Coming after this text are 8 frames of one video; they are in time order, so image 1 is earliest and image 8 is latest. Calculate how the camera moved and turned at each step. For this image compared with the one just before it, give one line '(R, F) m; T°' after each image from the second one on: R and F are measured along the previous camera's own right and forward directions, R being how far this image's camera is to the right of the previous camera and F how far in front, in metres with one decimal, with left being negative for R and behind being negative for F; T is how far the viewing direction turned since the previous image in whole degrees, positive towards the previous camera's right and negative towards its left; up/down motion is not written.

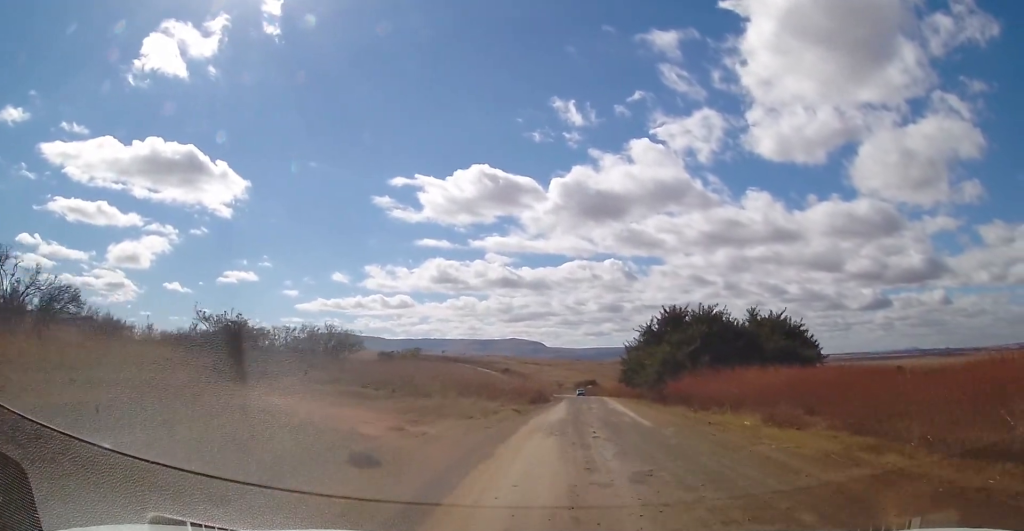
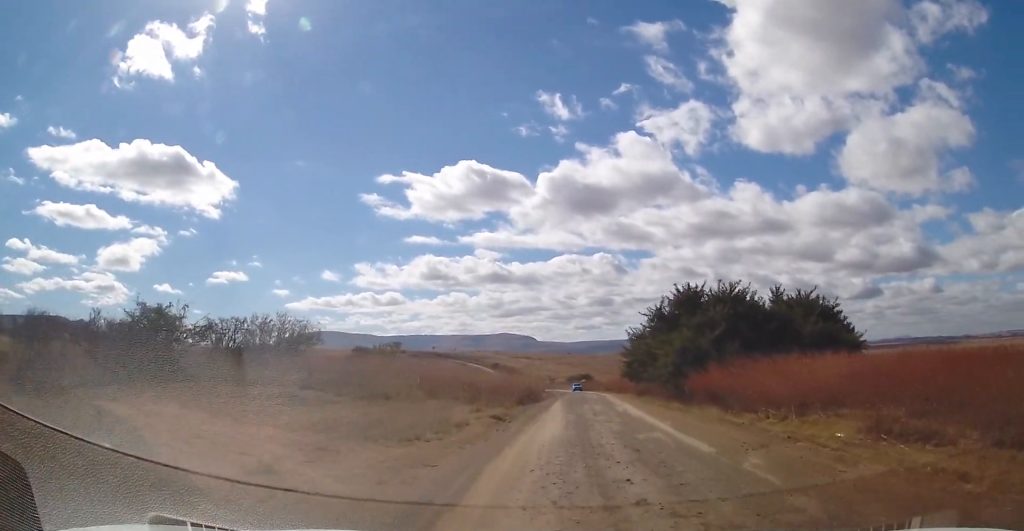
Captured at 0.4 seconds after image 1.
(+0.3, +7.6) m; 0°
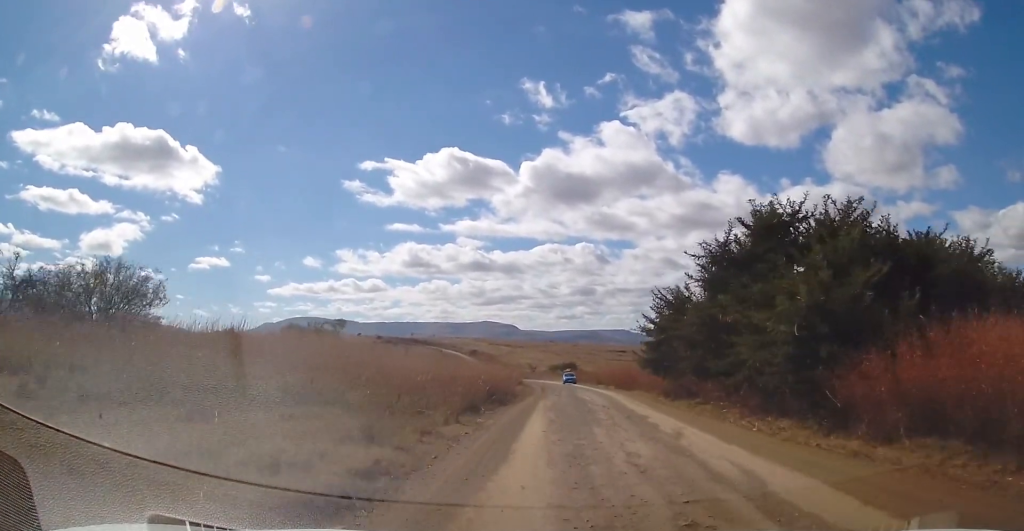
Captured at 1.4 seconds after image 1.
(0.0, +17.3) m; +1°
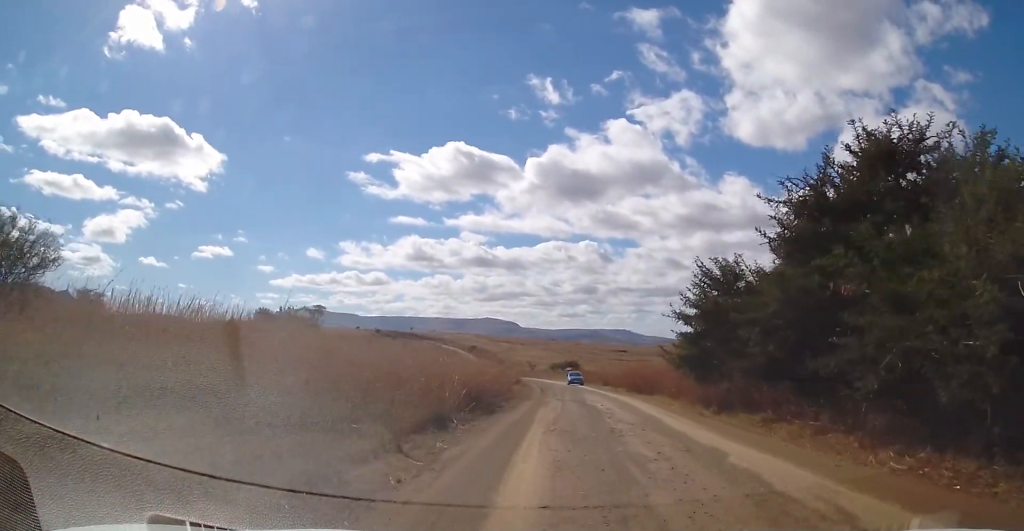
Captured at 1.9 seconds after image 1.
(-0.2, +7.4) m; 0°
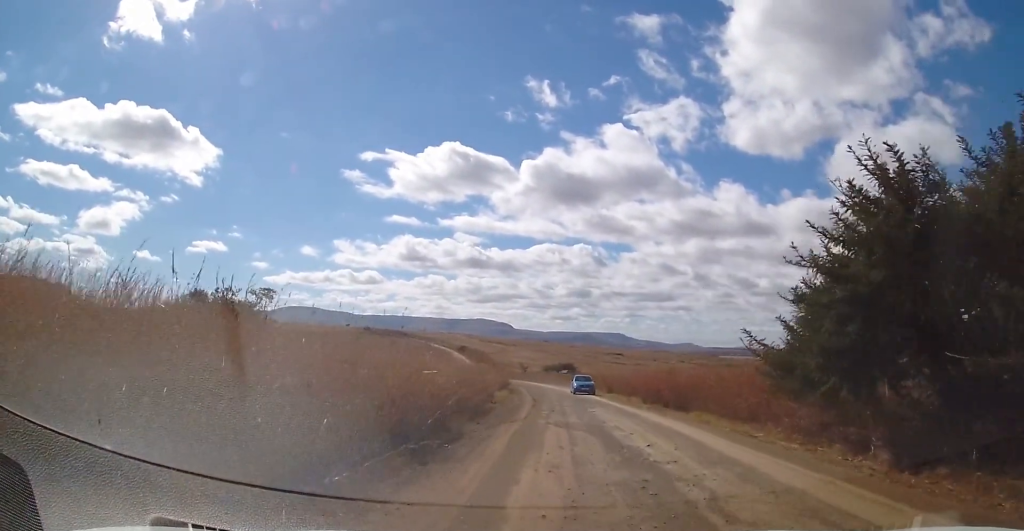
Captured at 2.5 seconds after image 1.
(+0.5, +11.1) m; +1°
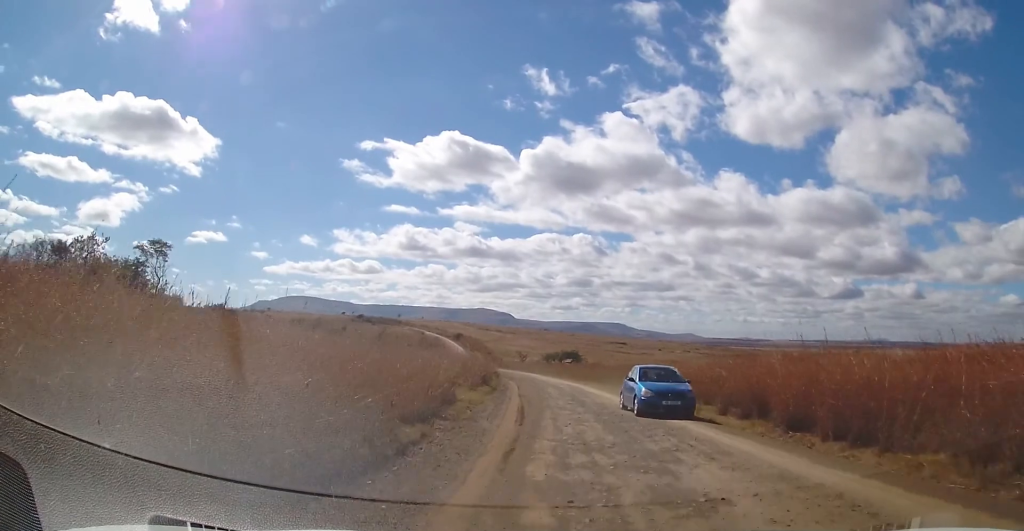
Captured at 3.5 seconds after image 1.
(-0.1, +16.5) m; 0°
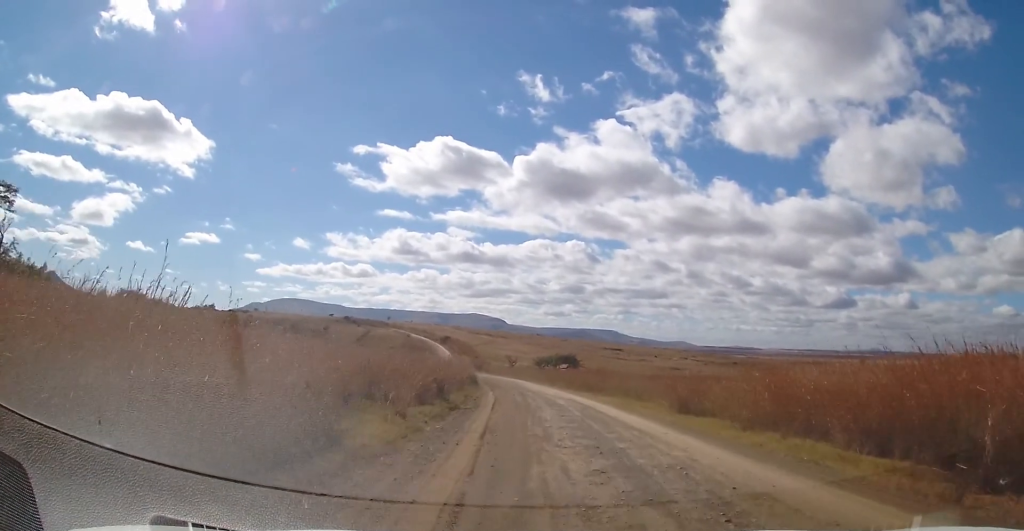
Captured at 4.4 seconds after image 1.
(-0.1, +13.7) m; 0°
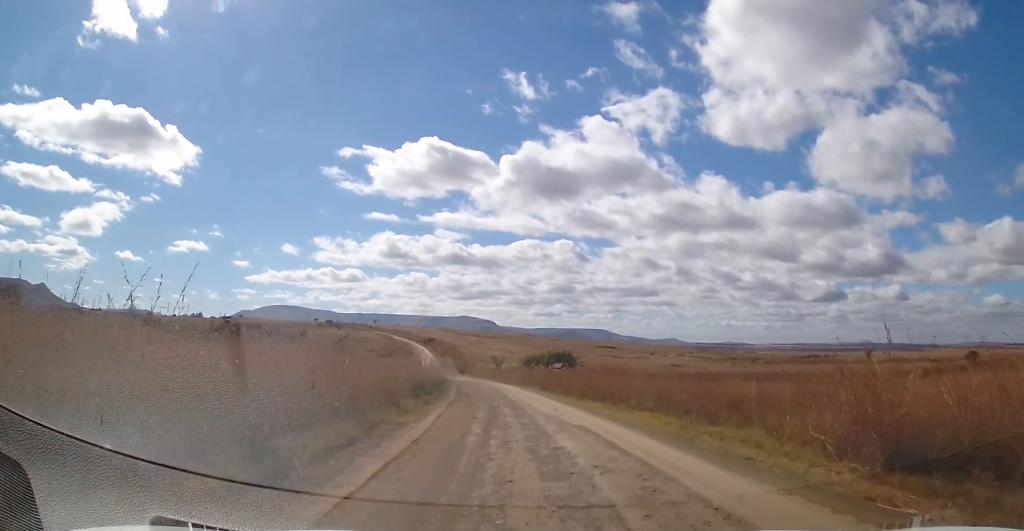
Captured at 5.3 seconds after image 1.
(+0.2, +15.5) m; +1°
